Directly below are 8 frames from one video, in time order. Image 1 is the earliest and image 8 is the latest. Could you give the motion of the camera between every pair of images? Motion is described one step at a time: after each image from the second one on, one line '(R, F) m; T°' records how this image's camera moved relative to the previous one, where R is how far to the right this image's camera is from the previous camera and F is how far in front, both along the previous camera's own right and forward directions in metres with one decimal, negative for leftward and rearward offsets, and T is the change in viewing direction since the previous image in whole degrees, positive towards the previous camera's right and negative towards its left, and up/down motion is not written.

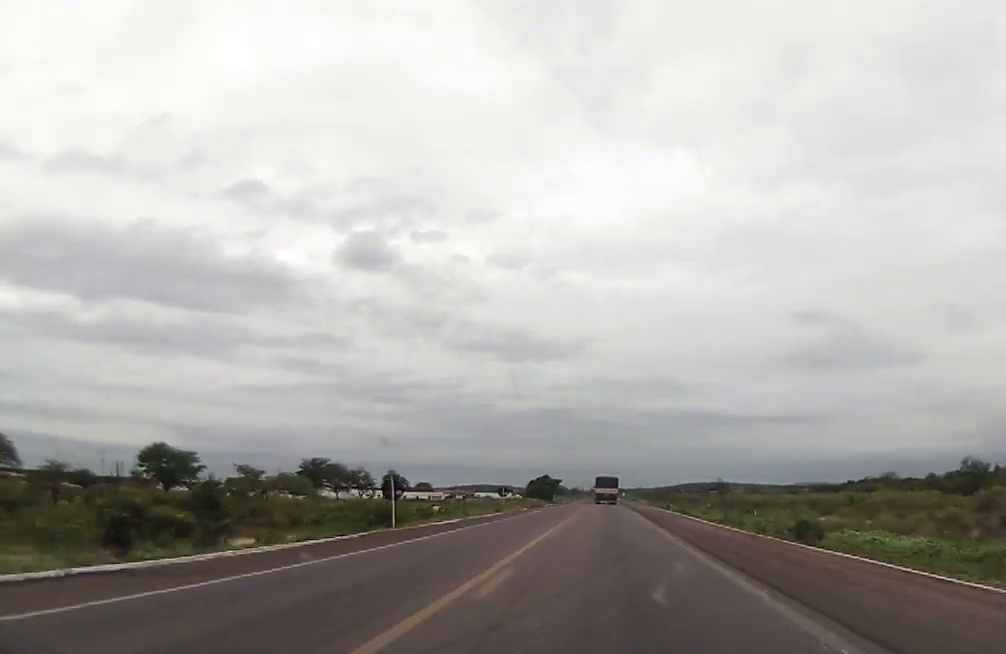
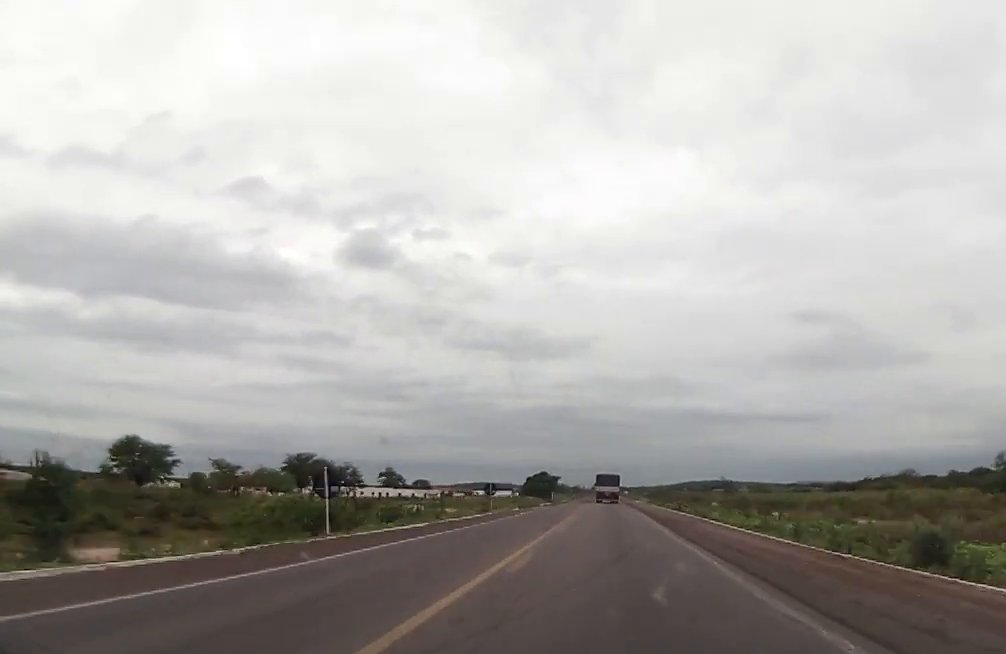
(+0.1, +8.9) m; +1°
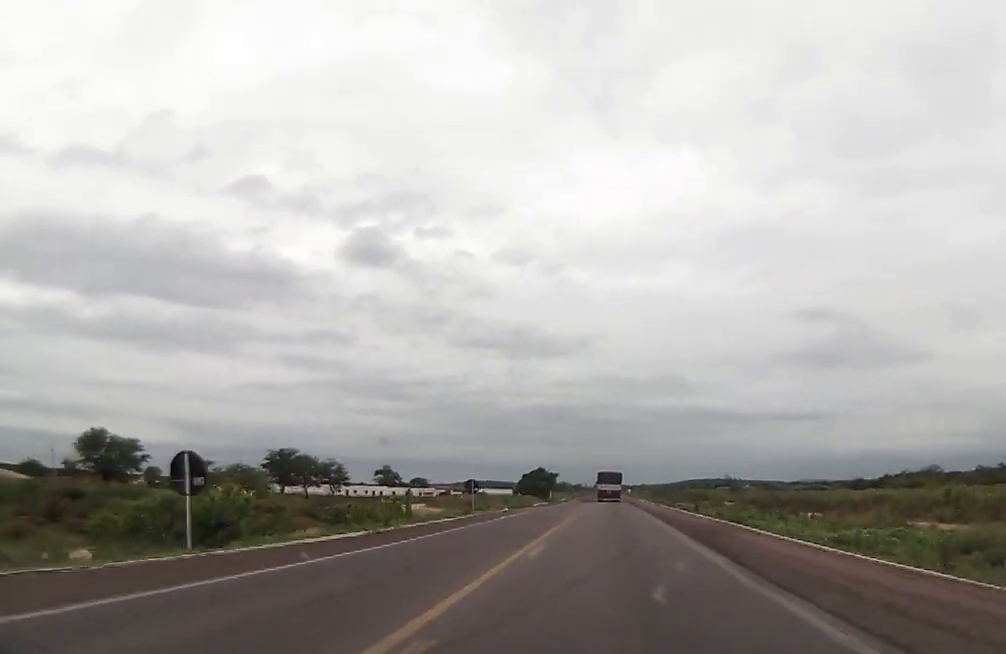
(+0.3, +9.7) m; -1°
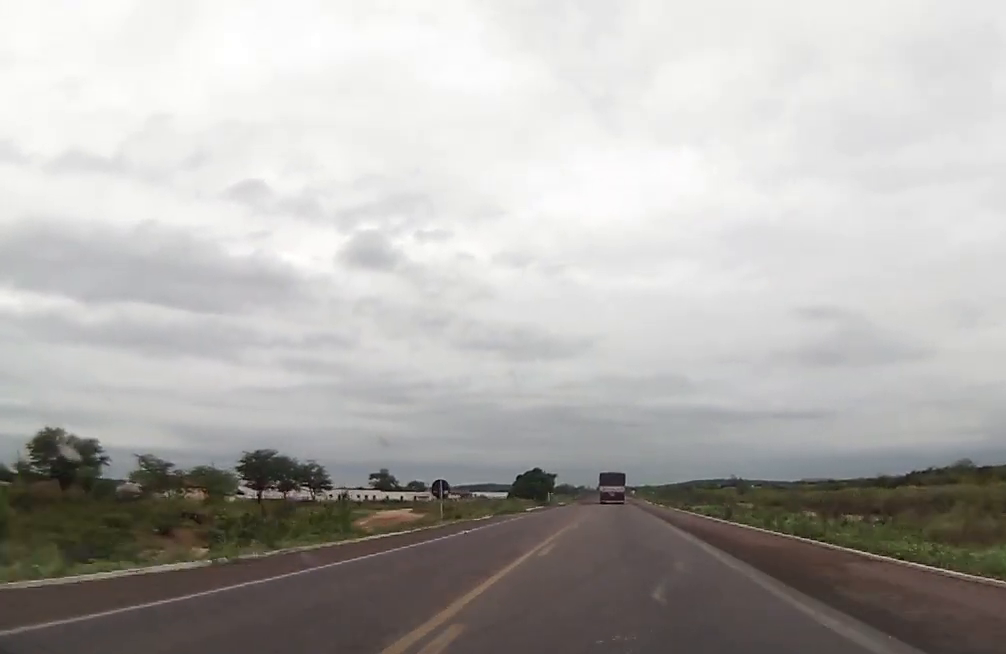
(-0.3, +11.2) m; -1°
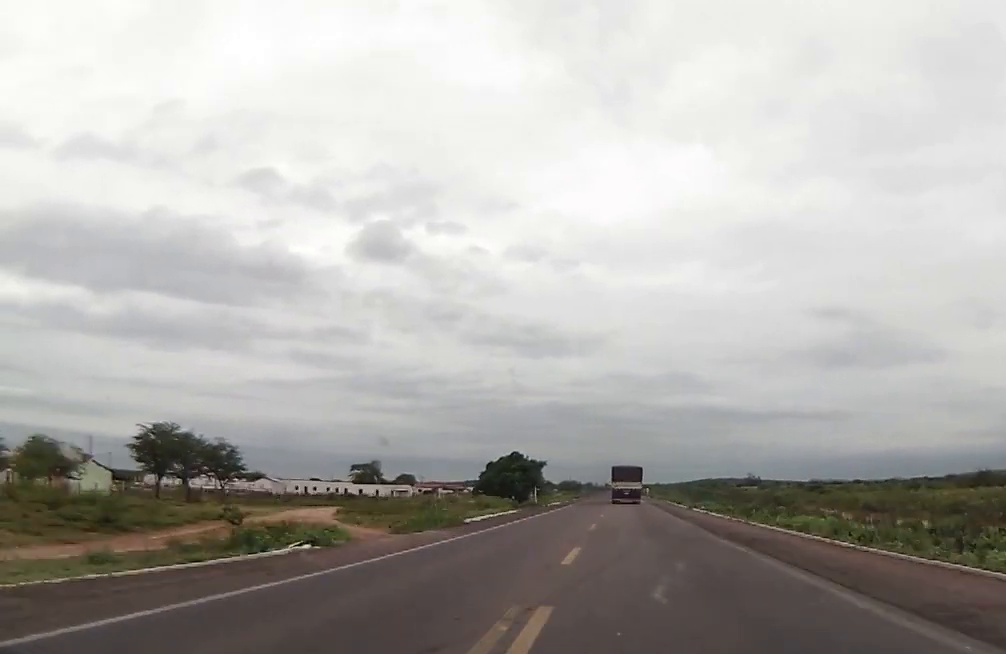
(+0.1, +34.8) m; 0°
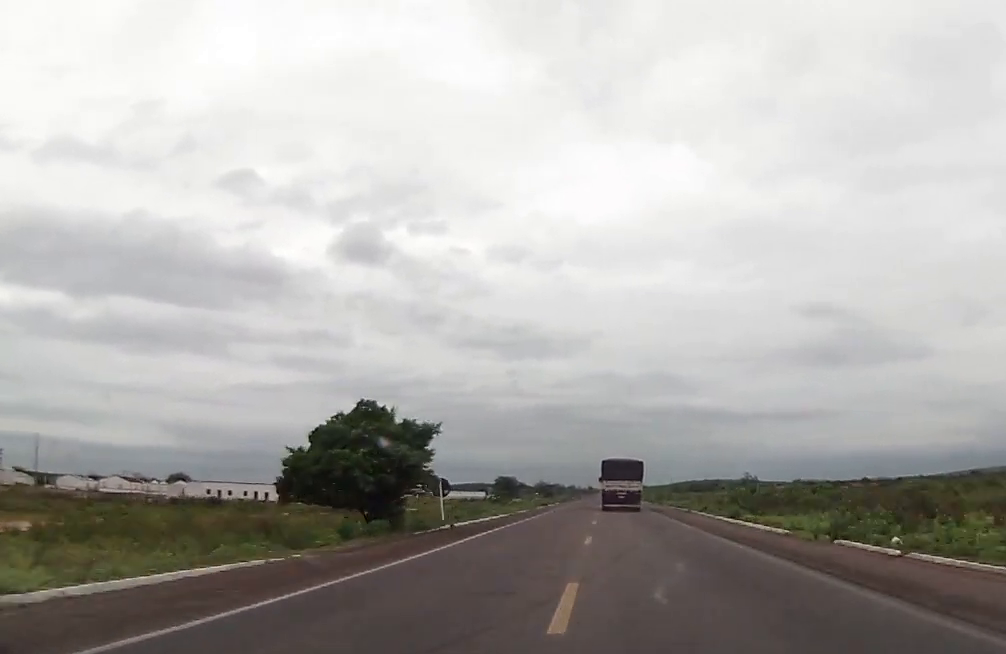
(-0.5, +42.1) m; -1°
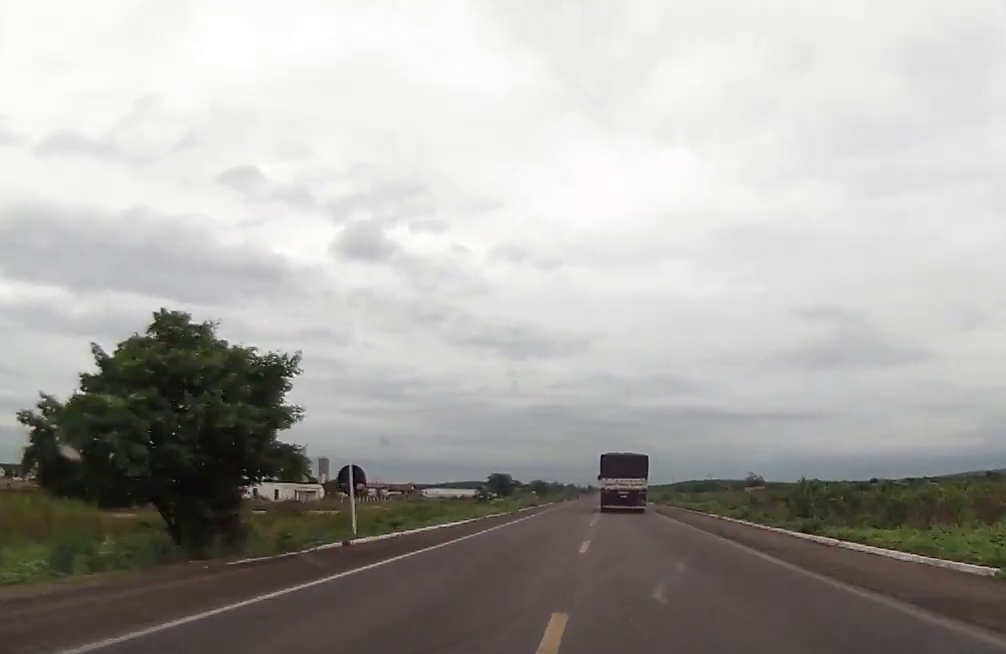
(0.0, +14.9) m; 0°
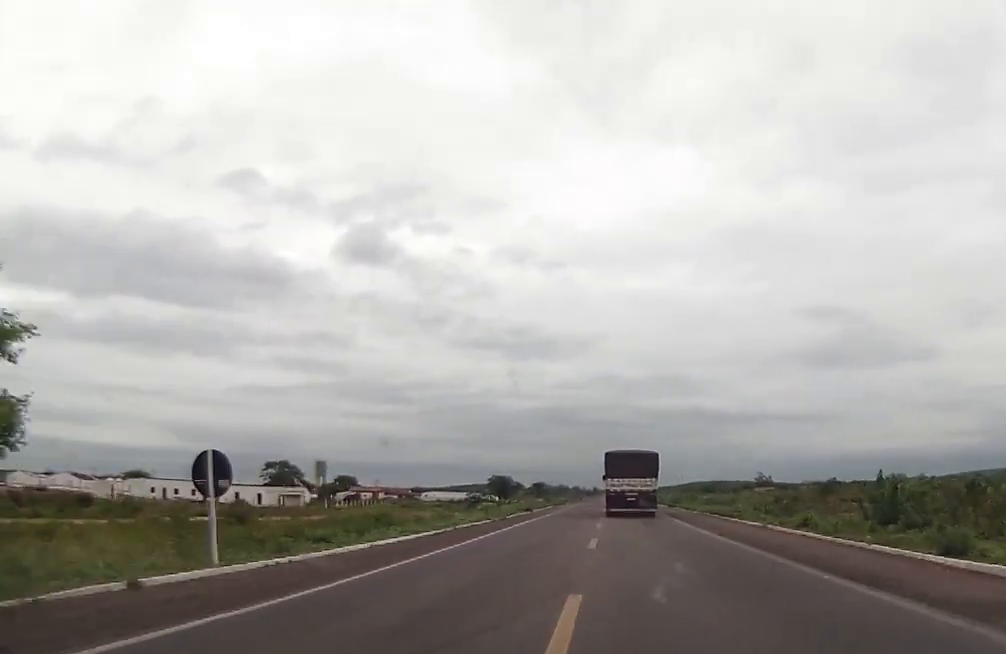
(-0.3, +10.4) m; 0°
